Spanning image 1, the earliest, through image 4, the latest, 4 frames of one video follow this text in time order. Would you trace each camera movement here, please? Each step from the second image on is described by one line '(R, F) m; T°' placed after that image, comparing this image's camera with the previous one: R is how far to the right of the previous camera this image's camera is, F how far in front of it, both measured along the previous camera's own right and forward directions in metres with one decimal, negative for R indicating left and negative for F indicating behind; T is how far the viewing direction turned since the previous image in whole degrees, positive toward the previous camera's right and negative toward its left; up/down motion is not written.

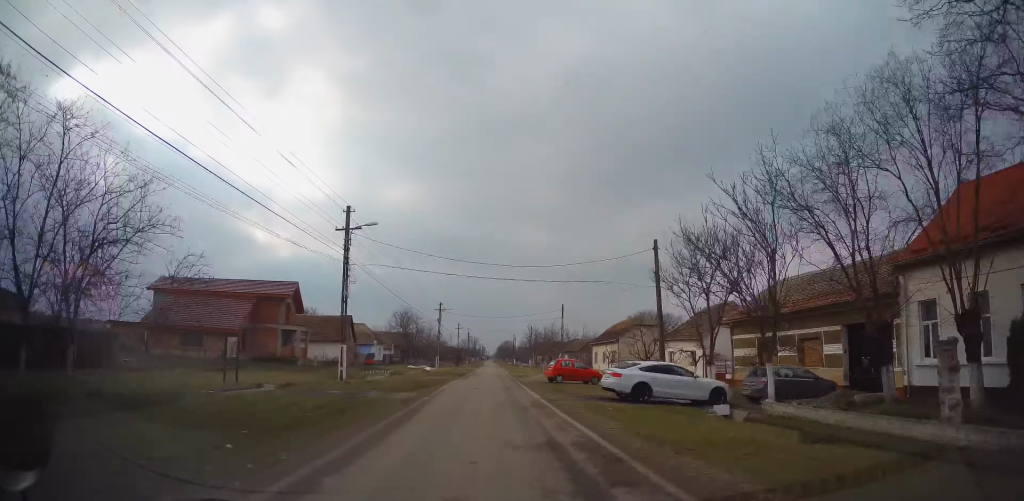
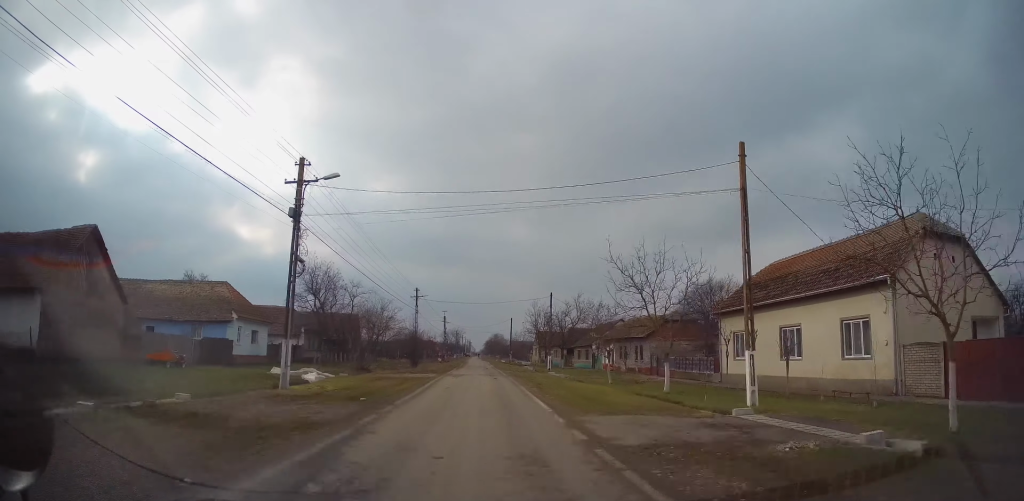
(-1.0, +45.4) m; 0°
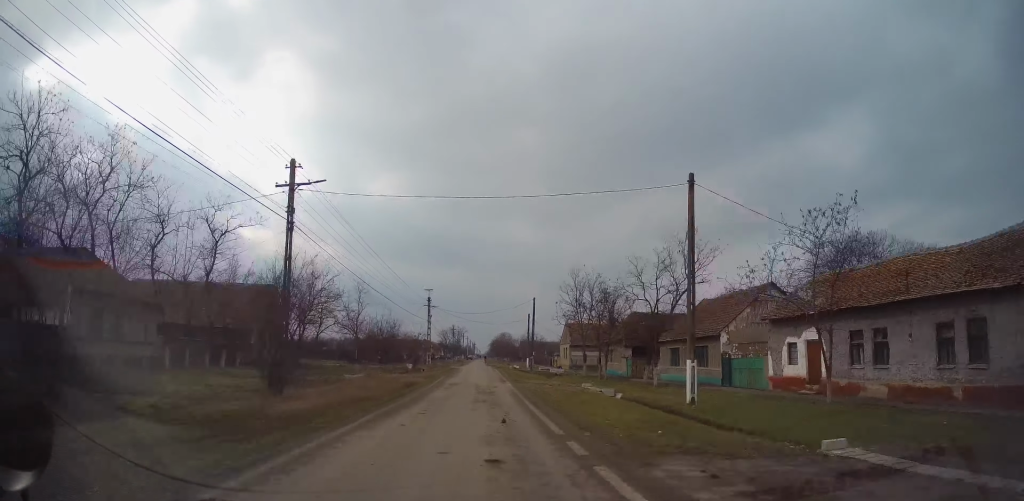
(-0.2, +36.3) m; 0°
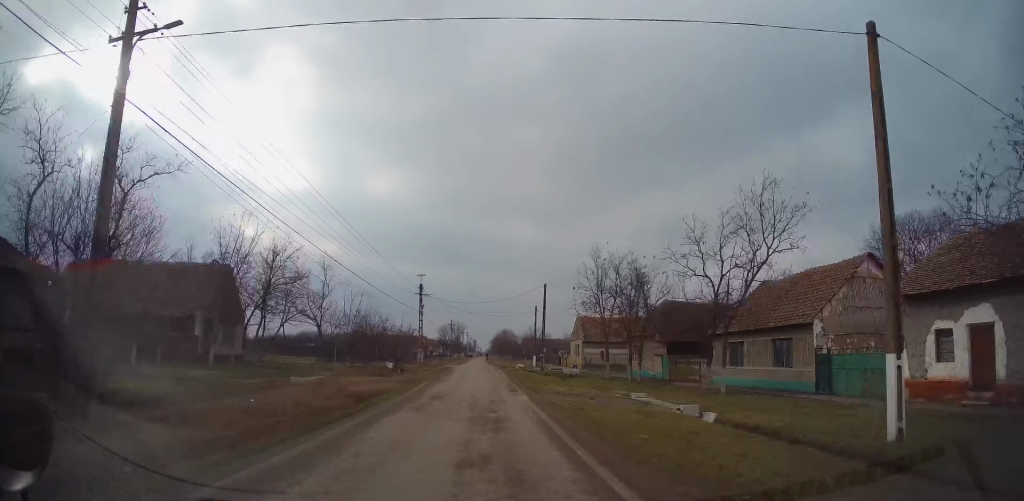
(-0.1, +9.5) m; +1°
